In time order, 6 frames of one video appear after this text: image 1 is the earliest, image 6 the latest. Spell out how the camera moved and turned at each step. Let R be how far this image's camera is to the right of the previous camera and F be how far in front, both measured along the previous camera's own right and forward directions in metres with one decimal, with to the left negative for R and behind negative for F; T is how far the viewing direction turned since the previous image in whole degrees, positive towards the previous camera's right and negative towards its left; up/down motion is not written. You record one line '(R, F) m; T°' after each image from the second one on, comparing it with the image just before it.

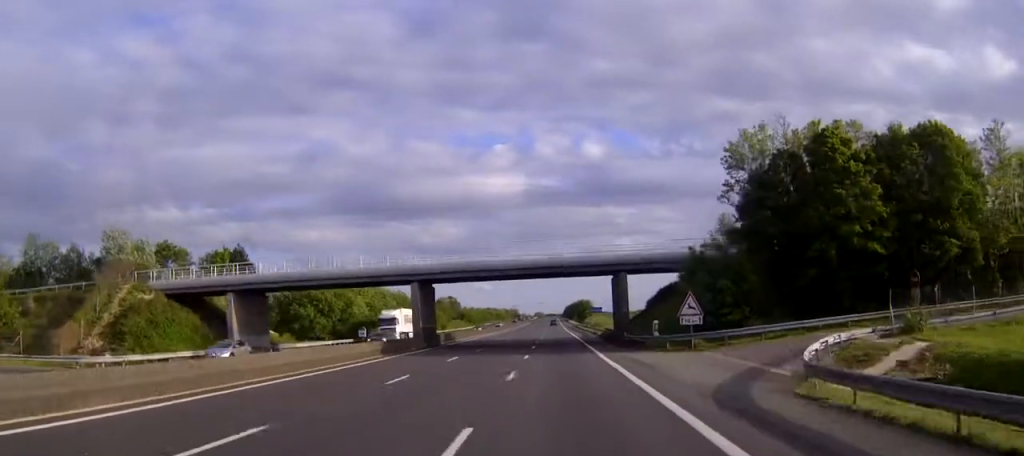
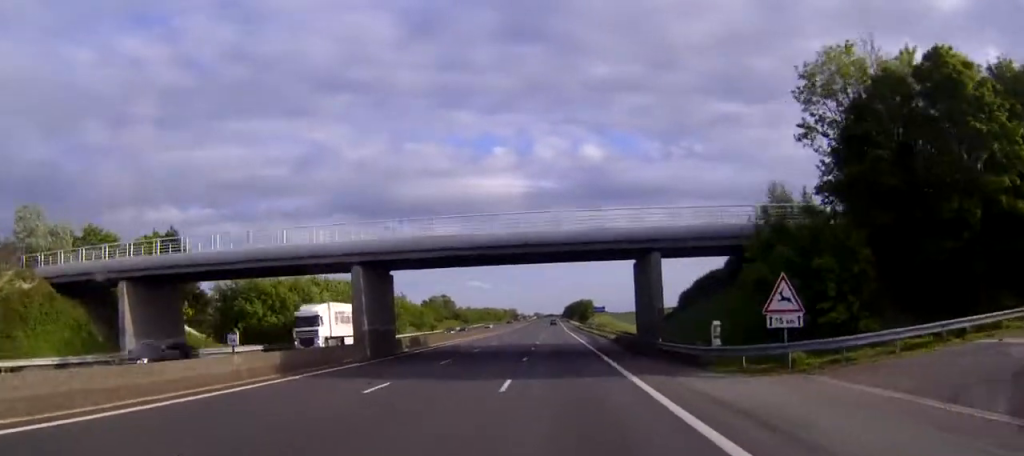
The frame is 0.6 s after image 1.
(0.0, +16.0) m; 0°
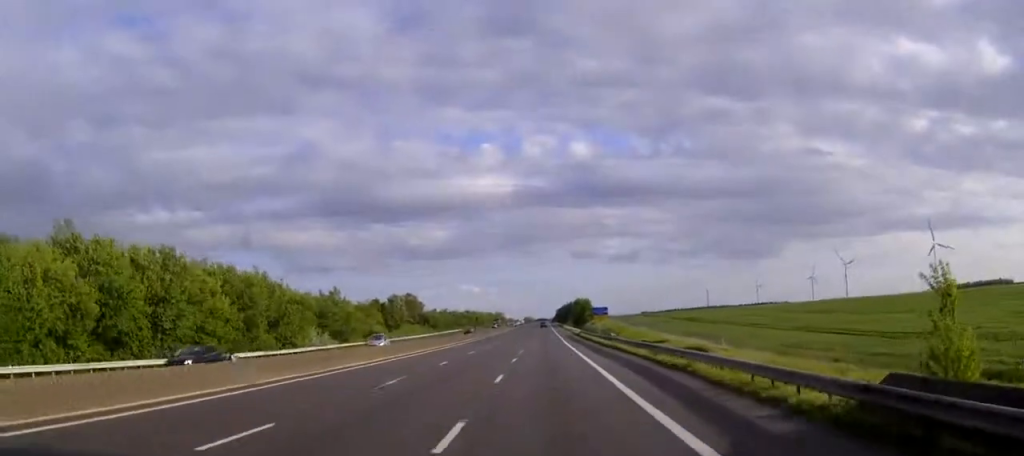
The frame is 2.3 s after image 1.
(+0.1, +48.0) m; 0°
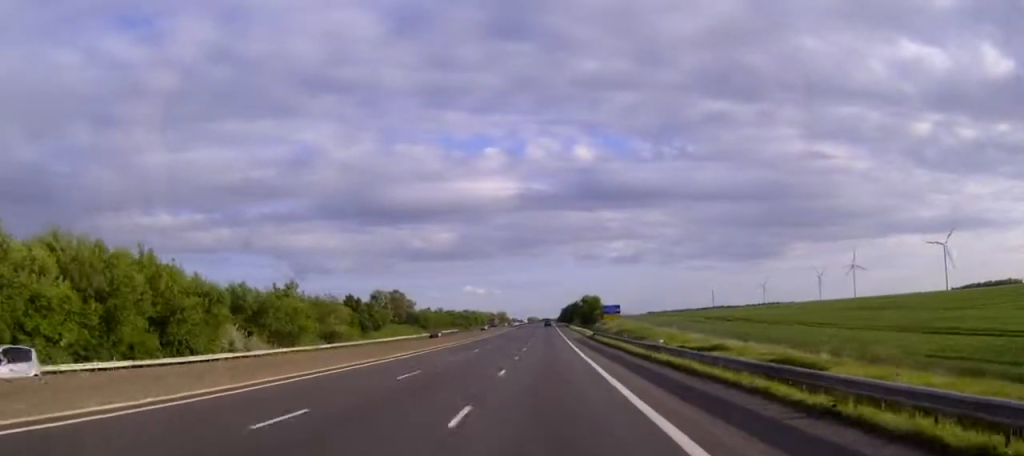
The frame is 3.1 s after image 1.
(+0.1, +23.6) m; 0°
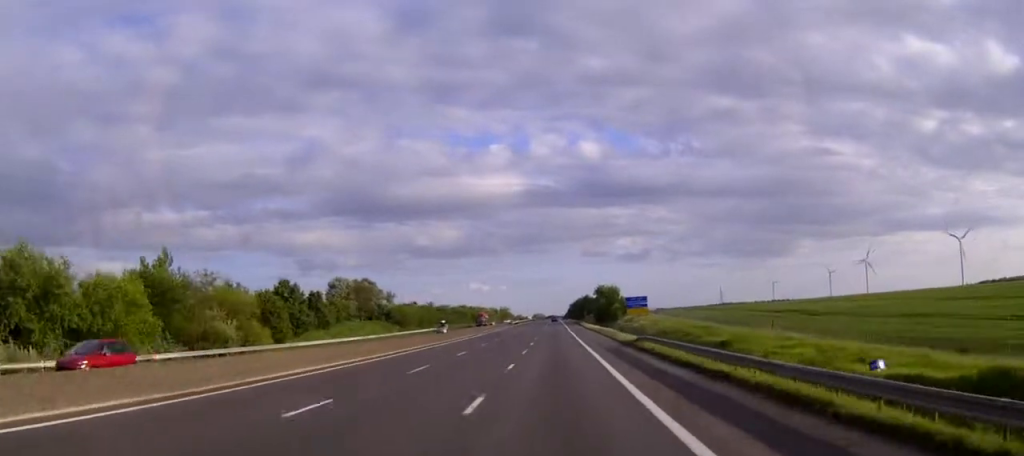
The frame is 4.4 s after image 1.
(0.0, +38.0) m; 0°
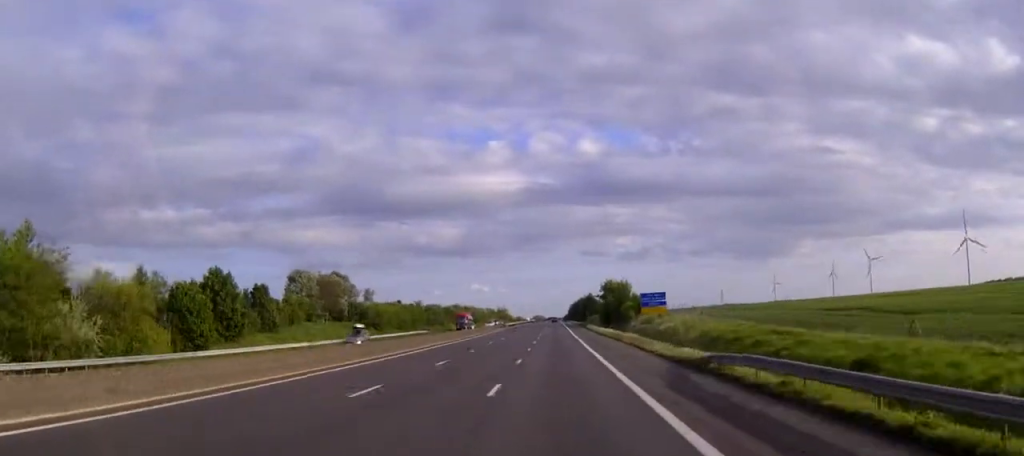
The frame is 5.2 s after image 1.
(0.0, +21.8) m; 0°
